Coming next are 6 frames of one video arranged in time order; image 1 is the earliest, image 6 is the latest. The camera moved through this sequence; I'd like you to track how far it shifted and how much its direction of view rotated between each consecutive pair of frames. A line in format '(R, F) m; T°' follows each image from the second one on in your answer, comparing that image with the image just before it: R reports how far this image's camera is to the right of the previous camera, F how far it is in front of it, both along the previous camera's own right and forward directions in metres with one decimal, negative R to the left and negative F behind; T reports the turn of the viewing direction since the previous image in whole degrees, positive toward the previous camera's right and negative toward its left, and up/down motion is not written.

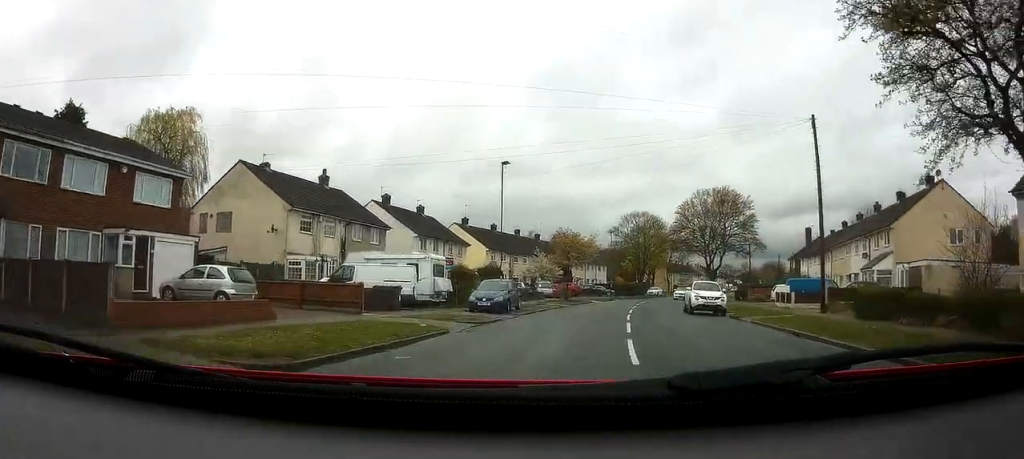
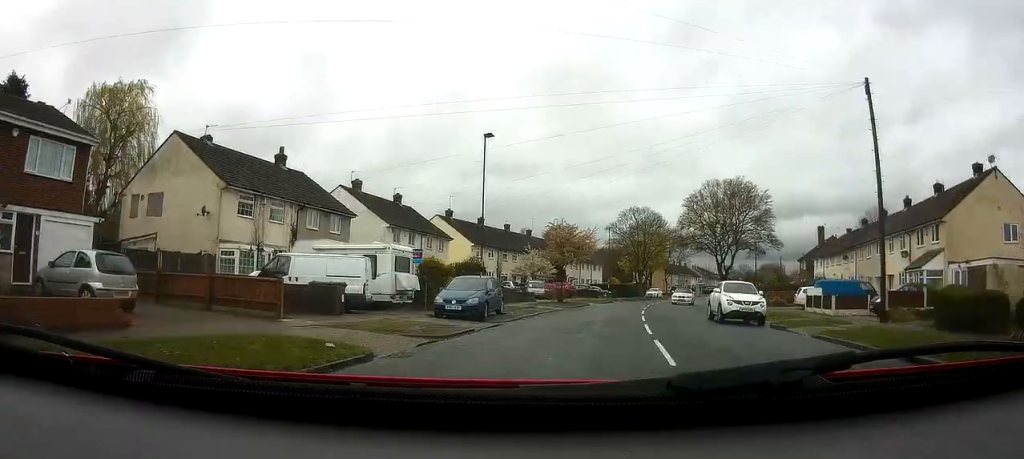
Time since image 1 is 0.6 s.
(+0.4, +6.2) m; 0°
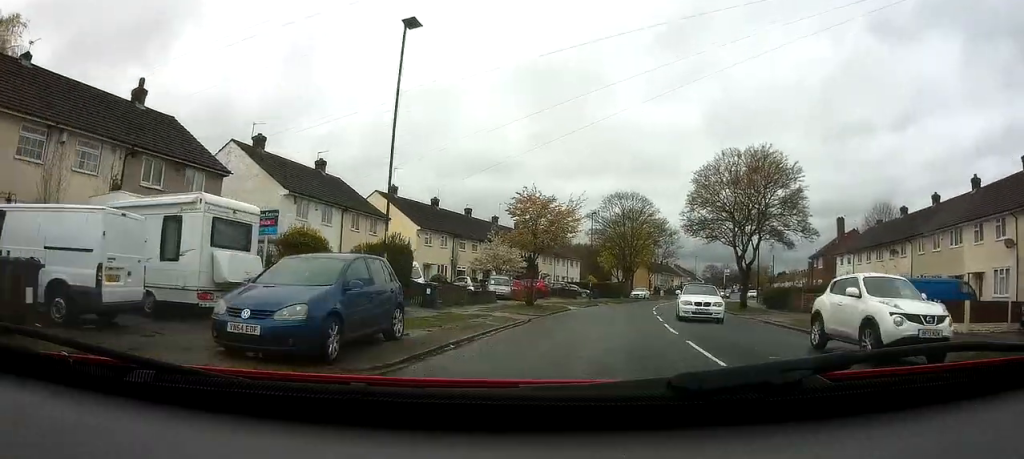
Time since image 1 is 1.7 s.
(-0.6, +12.4) m; +1°
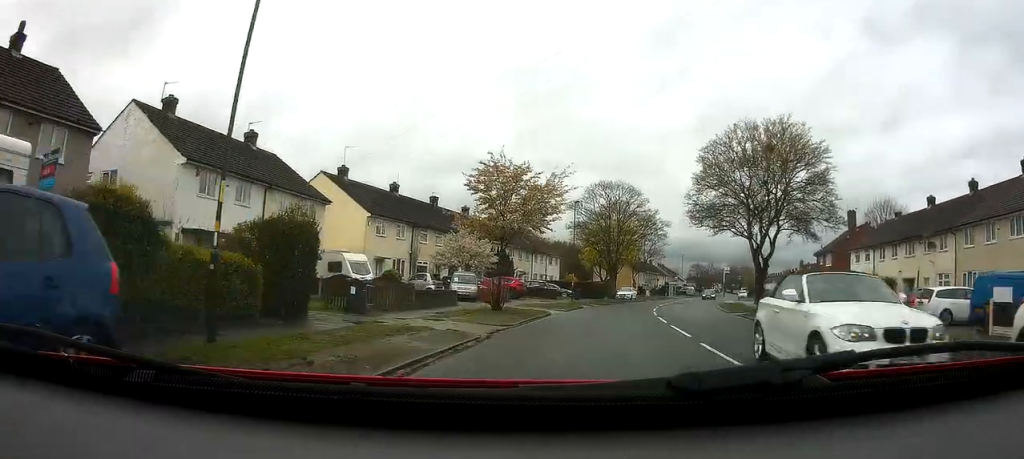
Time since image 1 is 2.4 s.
(+0.5, +7.3) m; +3°
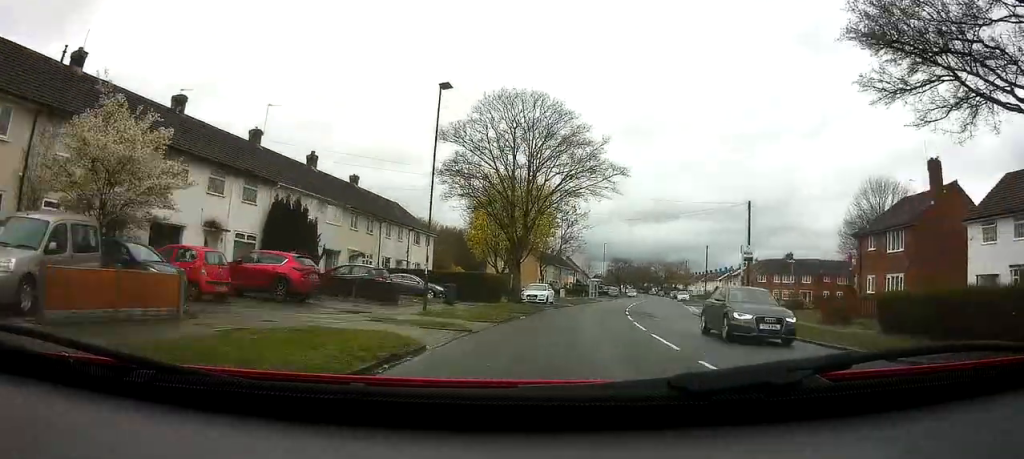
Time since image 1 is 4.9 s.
(+2.2, +27.5) m; +12°
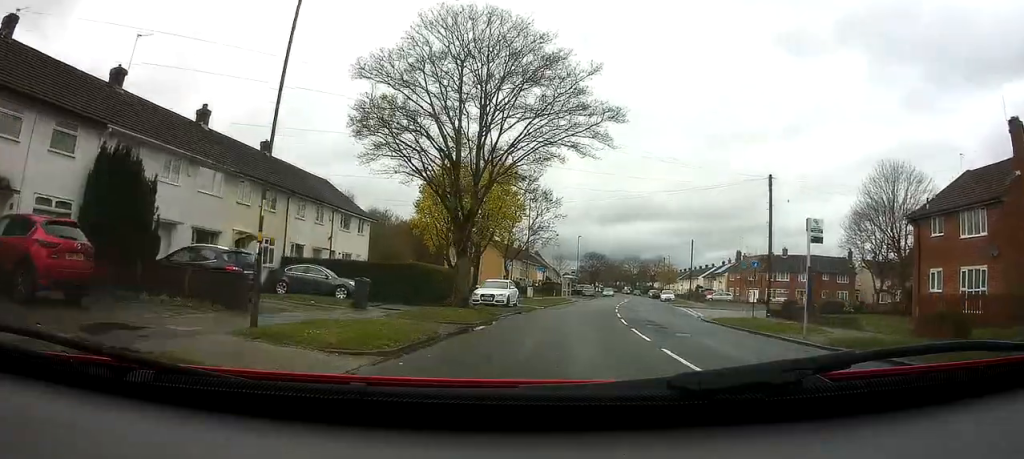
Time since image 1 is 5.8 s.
(+0.6, +10.3) m; +4°
